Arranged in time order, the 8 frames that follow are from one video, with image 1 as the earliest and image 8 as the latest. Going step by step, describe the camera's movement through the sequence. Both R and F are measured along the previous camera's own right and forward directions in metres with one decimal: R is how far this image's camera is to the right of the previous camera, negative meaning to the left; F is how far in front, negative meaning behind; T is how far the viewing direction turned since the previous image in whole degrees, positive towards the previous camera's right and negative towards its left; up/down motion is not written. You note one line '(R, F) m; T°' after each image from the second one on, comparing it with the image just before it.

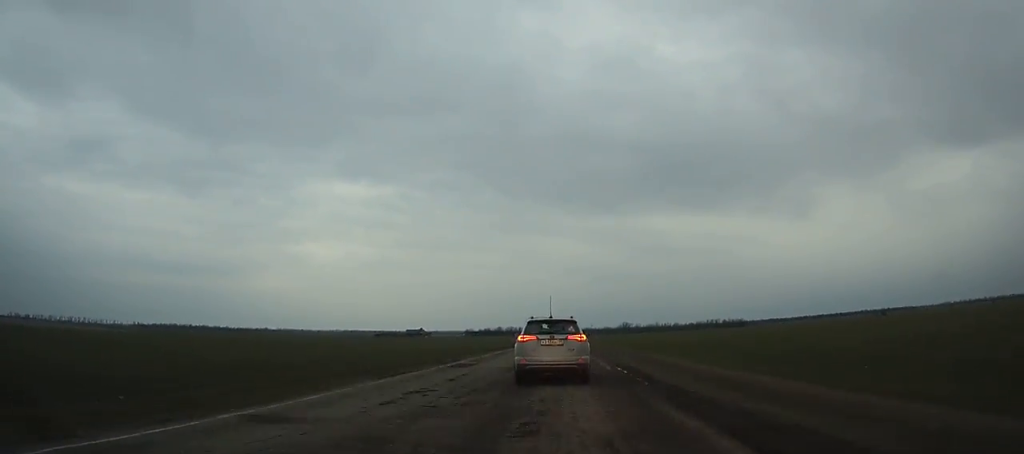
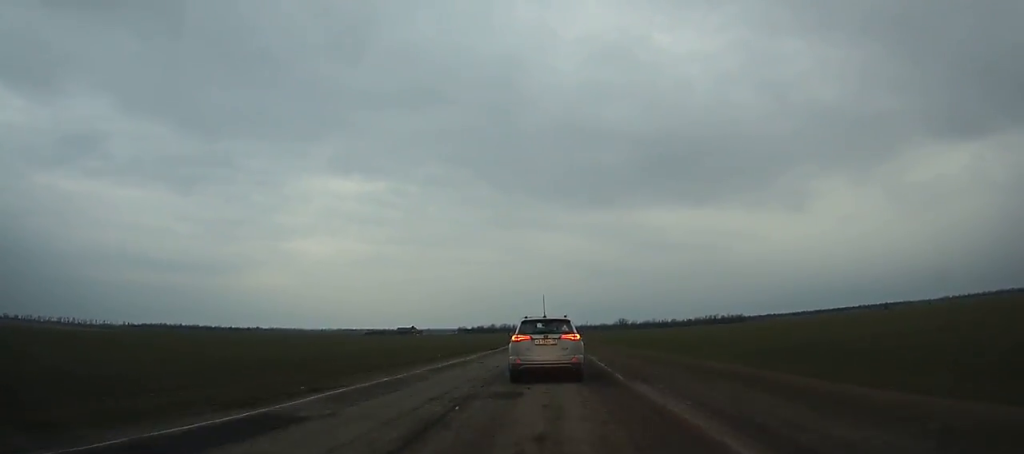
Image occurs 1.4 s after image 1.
(0.0, +18.8) m; 0°
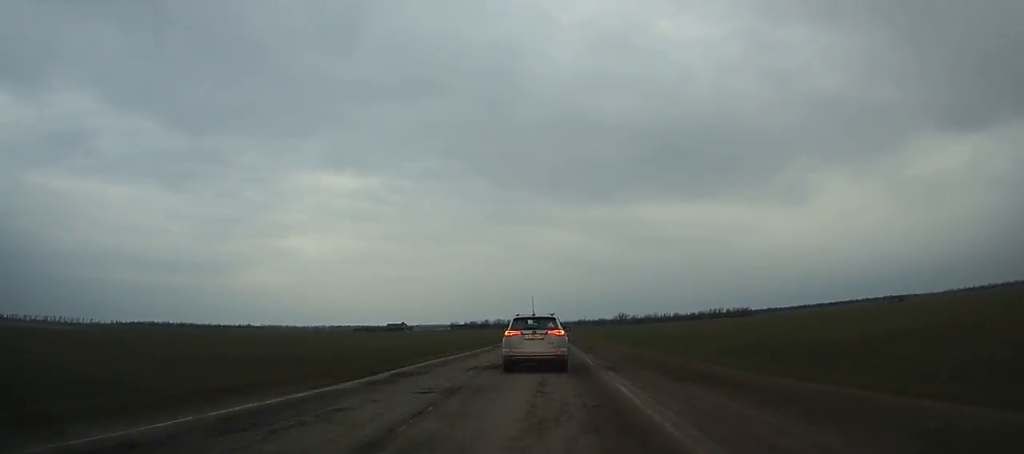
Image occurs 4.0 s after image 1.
(0.0, +36.4) m; 0°
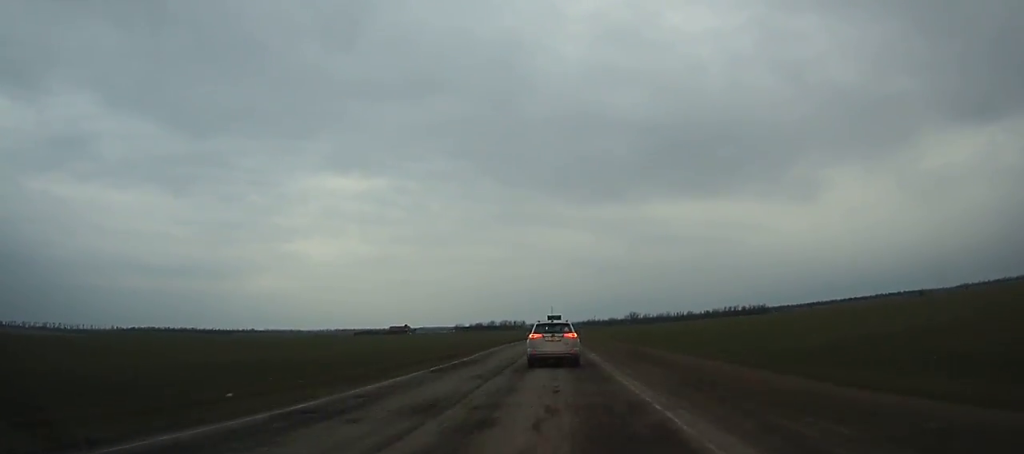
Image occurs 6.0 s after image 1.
(0.0, +29.2) m; 0°
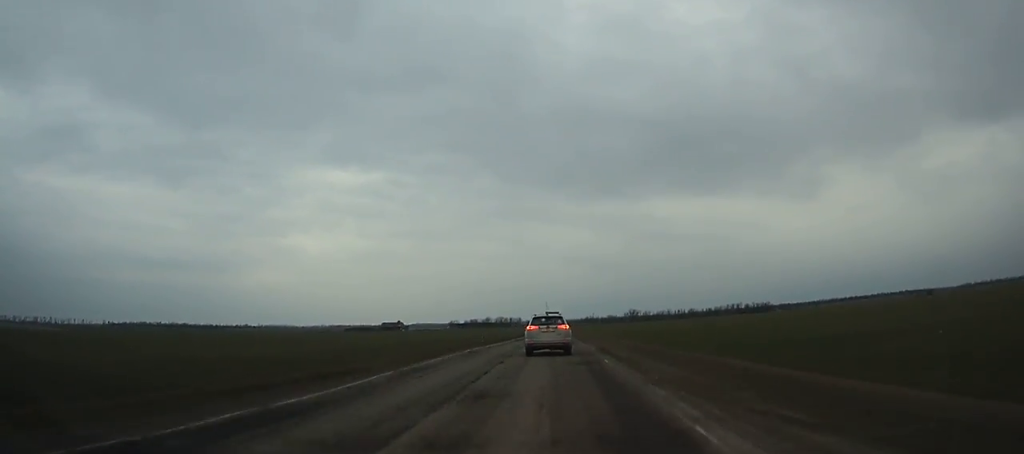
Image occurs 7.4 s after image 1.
(0.0, +20.9) m; 0°
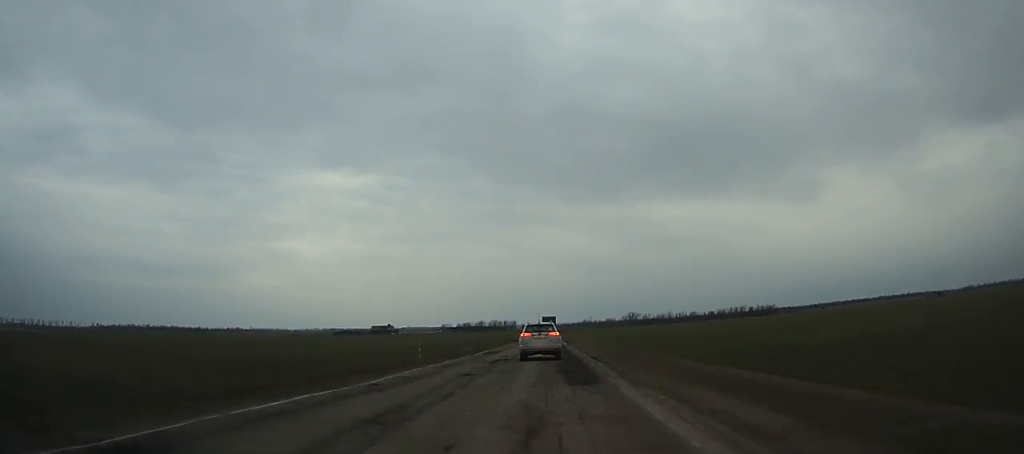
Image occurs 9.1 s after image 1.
(0.0, +26.6) m; 0°
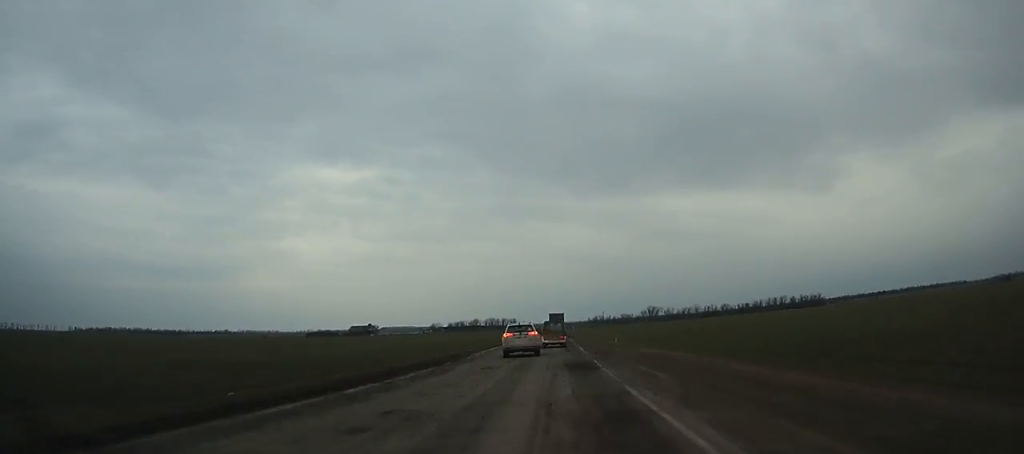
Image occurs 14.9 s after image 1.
(-0.1, +95.4) m; 0°
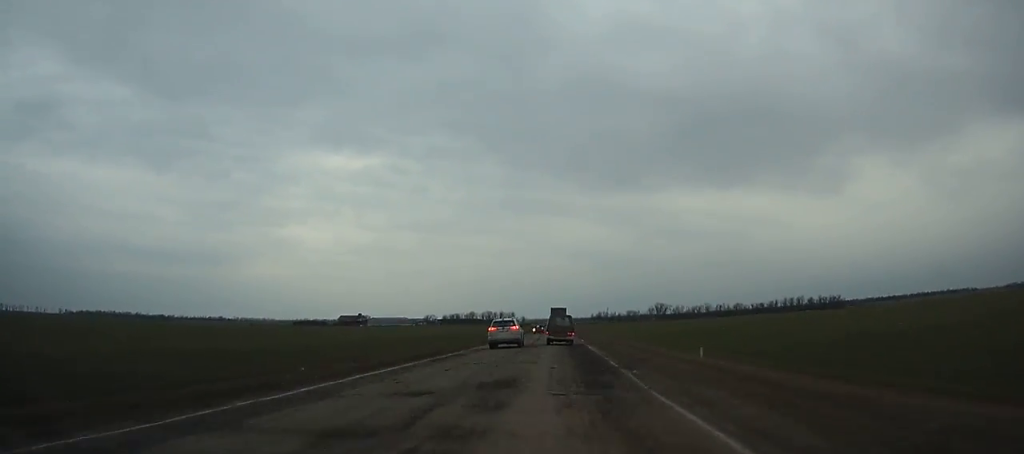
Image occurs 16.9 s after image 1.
(0.0, +34.2) m; 0°
